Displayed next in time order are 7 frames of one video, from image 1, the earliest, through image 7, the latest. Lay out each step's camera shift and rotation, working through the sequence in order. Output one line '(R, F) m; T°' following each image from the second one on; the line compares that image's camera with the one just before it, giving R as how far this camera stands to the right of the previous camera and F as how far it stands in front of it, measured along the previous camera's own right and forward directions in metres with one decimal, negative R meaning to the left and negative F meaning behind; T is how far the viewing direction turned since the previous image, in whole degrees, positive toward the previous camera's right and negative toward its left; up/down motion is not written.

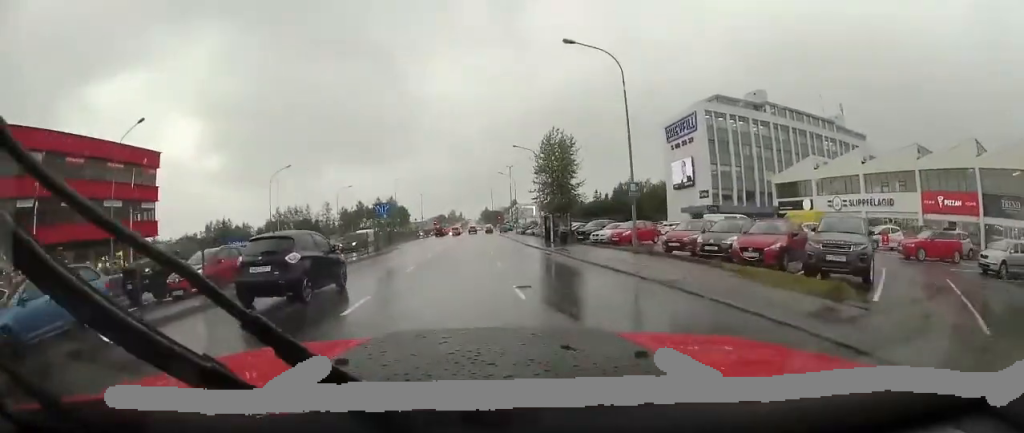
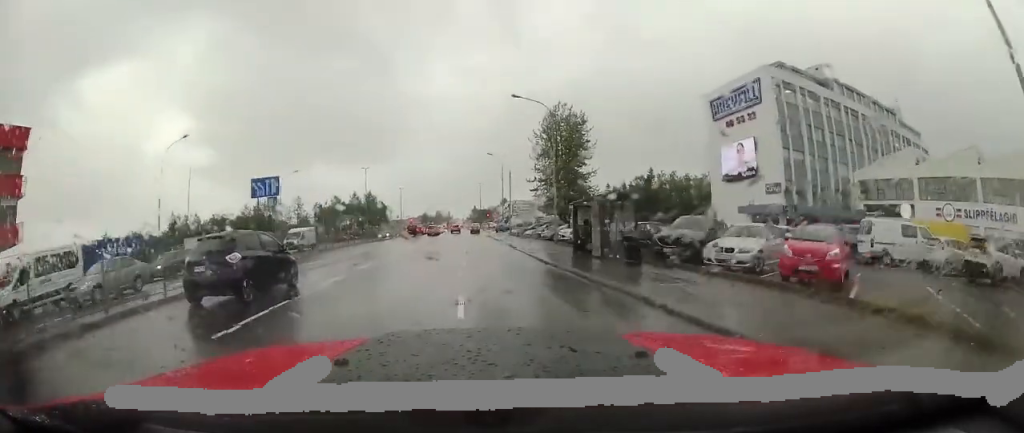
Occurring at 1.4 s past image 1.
(0.0, +16.8) m; -1°
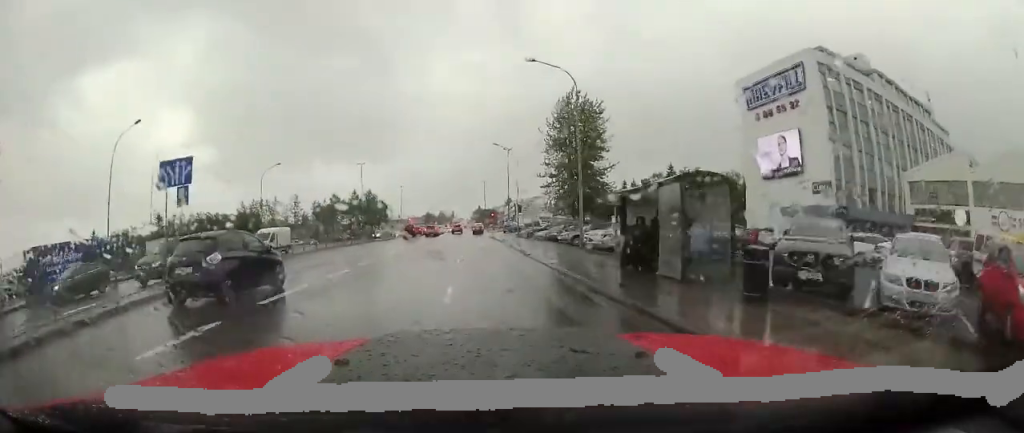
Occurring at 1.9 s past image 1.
(-0.1, +6.6) m; 0°
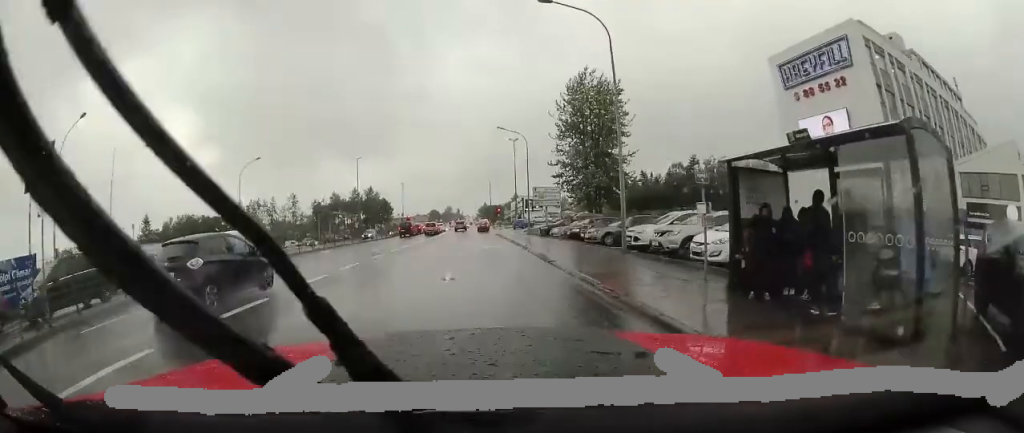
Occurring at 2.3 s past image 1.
(0.0, +6.0) m; 0°
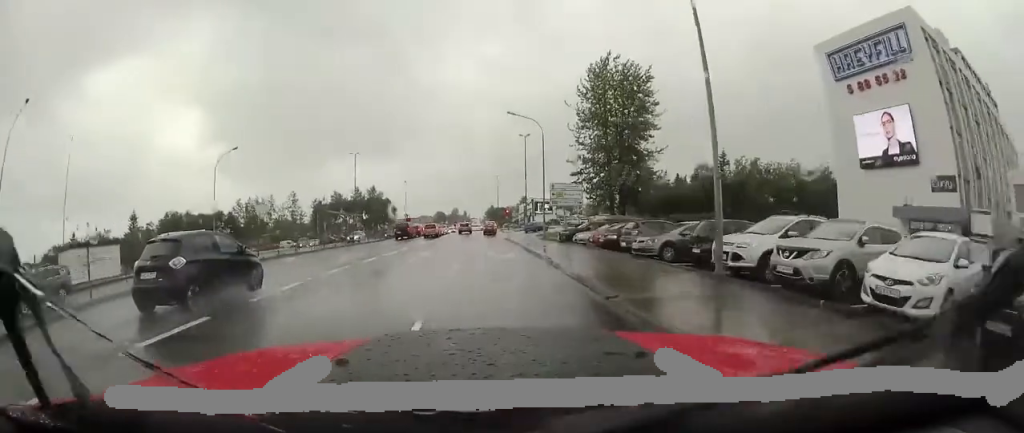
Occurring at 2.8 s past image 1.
(0.0, +6.3) m; 0°
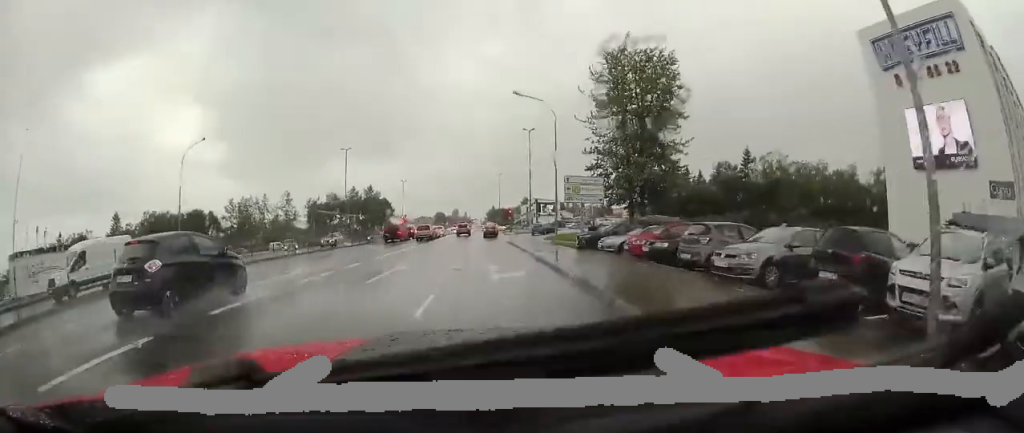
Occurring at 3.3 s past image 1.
(0.0, +5.8) m; 0°
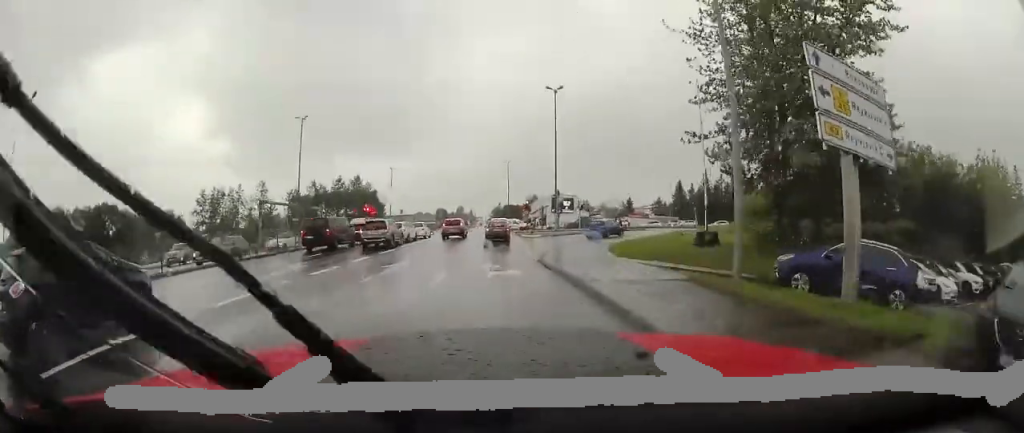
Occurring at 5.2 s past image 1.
(-0.2, +20.7) m; -1°
